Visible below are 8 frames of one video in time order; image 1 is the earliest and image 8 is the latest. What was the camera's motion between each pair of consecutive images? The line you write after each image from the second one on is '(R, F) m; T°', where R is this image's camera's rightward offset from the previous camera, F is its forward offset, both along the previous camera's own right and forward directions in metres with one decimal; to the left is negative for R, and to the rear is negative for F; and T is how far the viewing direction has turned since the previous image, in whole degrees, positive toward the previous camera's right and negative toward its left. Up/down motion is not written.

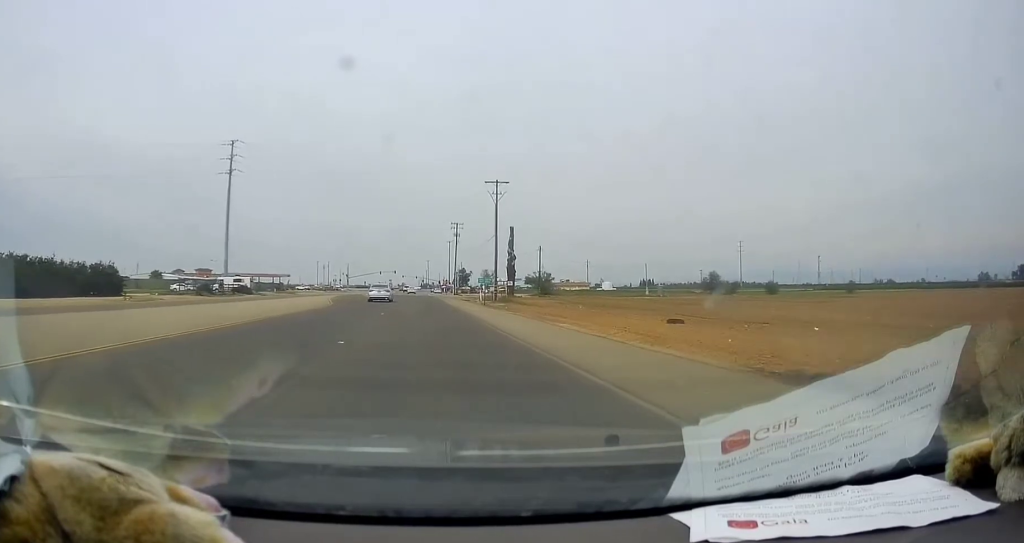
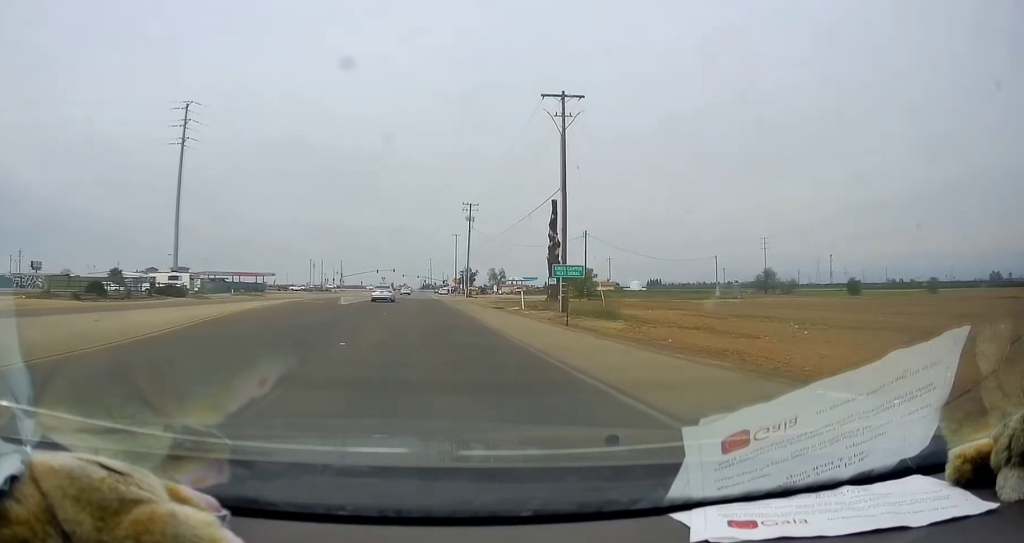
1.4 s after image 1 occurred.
(+0.5, +29.2) m; +1°
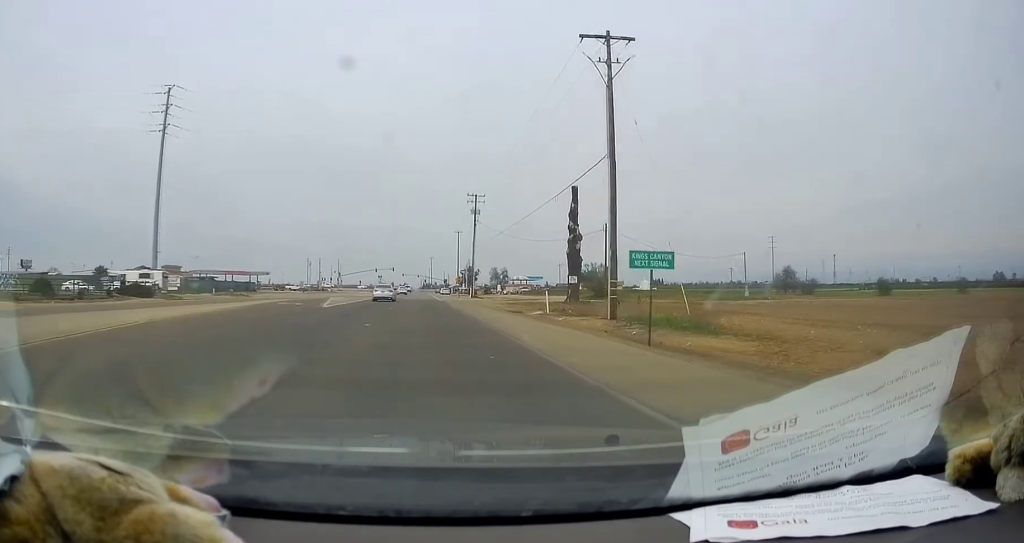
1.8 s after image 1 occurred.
(-0.1, +8.9) m; 0°
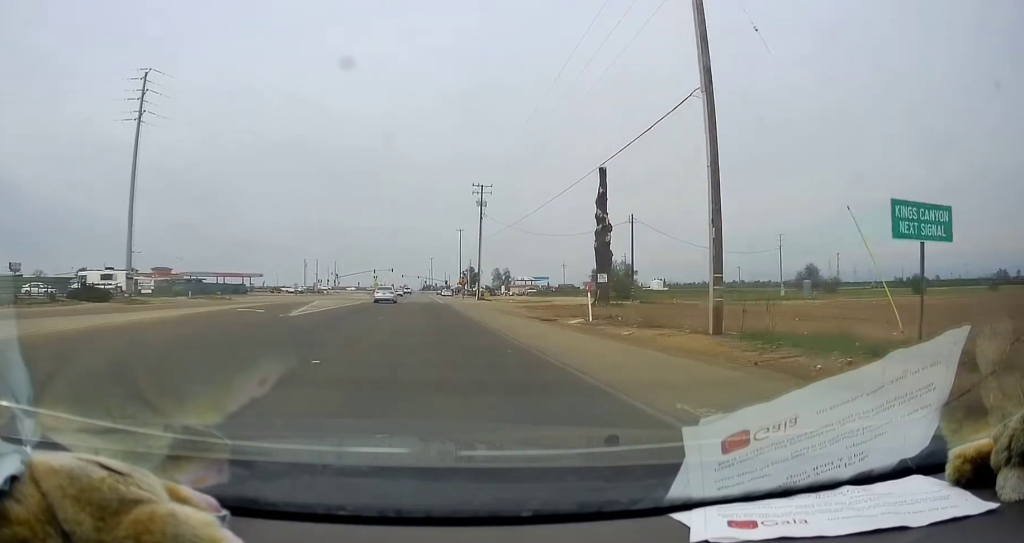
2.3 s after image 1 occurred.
(-0.1, +9.5) m; -1°
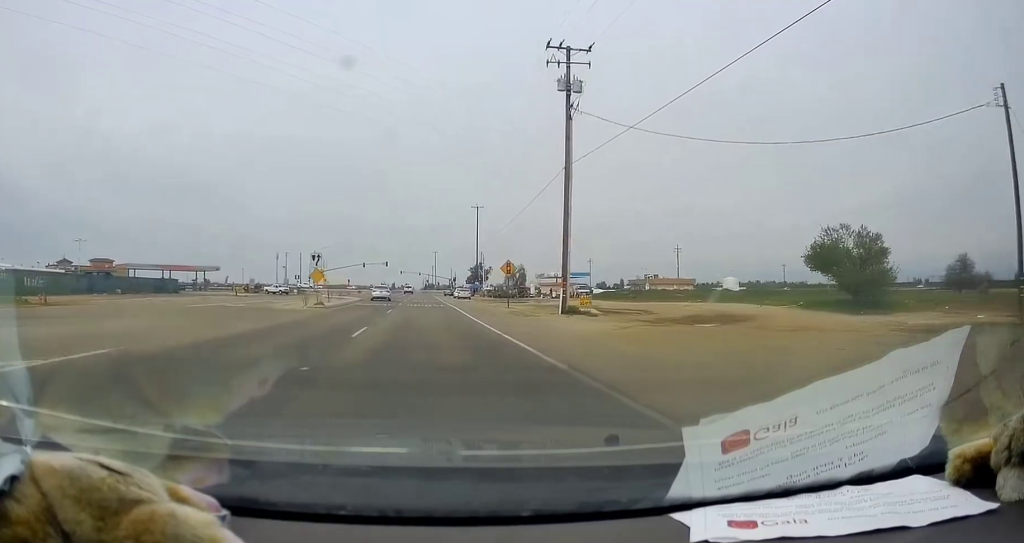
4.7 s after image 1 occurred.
(-0.2, +48.0) m; 0°
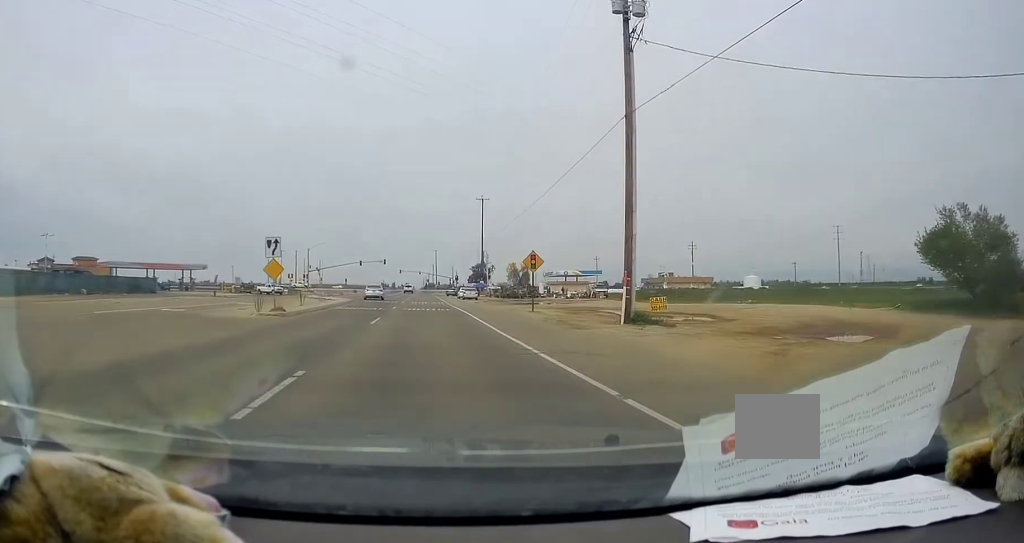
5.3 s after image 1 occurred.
(-0.1, +10.7) m; +2°
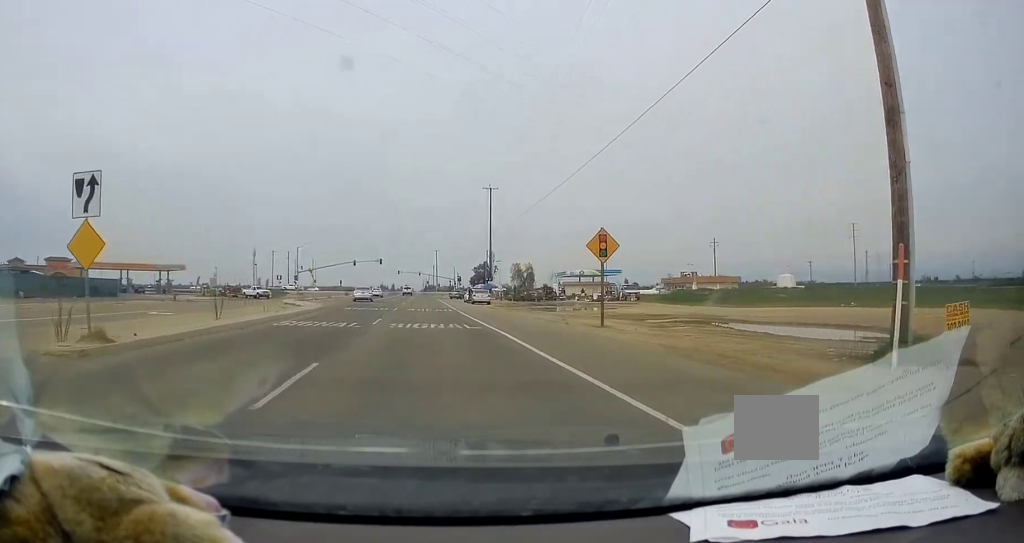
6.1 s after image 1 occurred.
(+0.4, +14.1) m; +1°
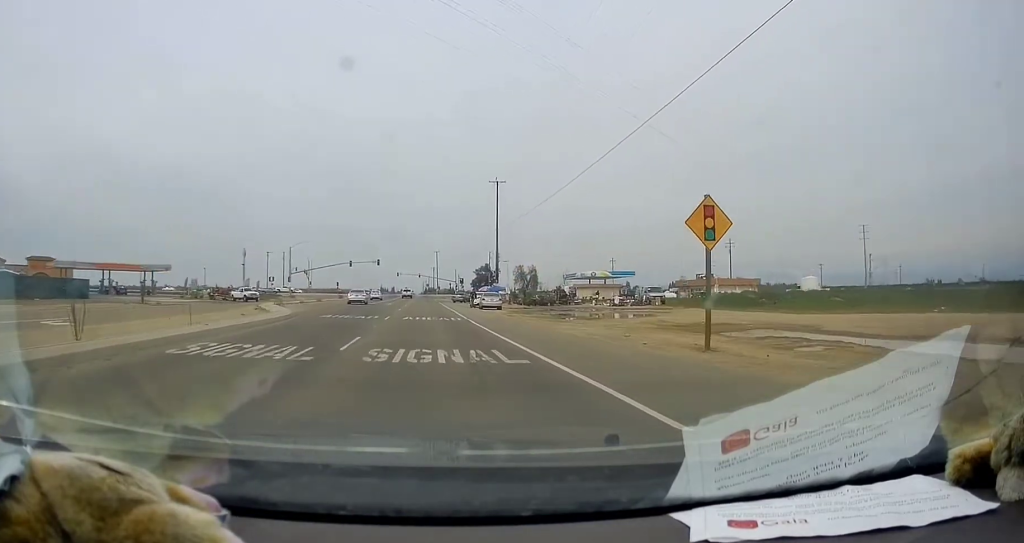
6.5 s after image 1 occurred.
(+0.4, +8.5) m; 0°
